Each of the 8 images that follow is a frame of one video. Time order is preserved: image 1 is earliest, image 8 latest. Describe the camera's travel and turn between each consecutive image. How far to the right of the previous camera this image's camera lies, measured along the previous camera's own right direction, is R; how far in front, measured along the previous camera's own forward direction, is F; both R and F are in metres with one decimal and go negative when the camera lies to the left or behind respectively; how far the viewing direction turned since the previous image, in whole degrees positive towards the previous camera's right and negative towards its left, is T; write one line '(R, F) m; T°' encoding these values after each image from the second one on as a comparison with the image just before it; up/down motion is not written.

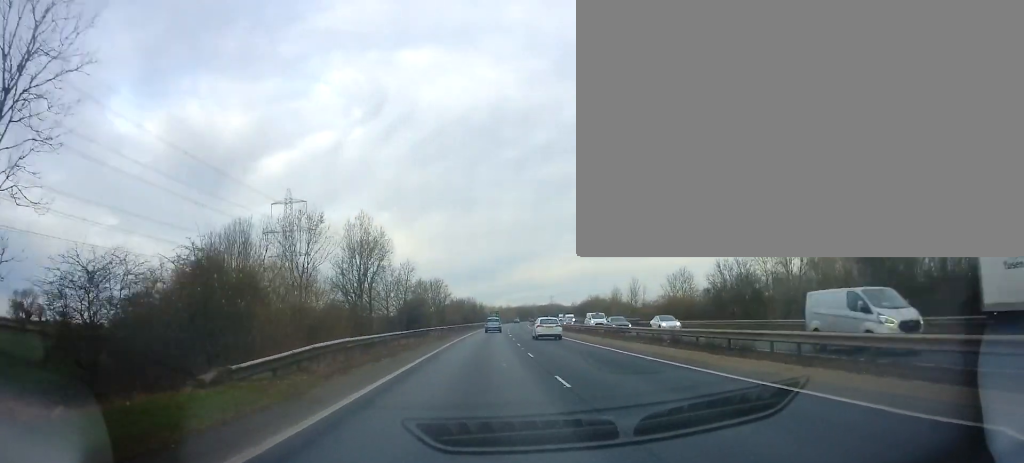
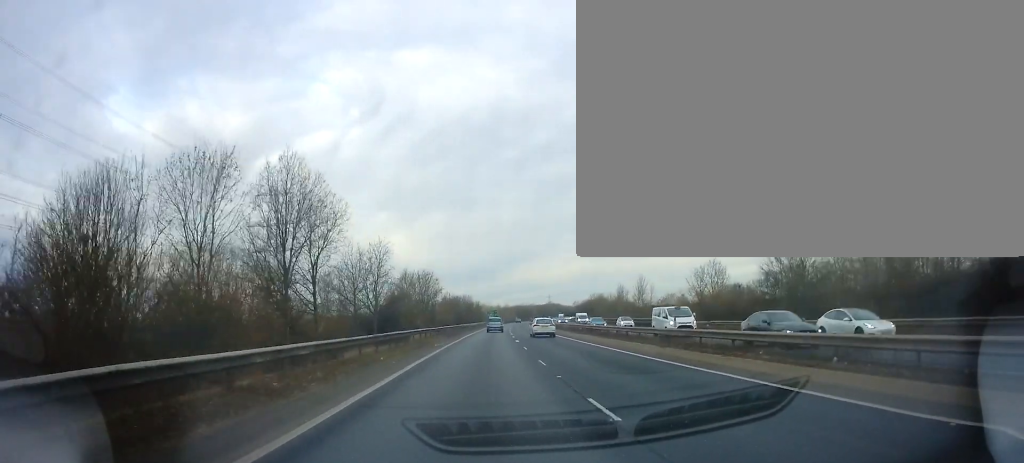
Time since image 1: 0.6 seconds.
(0.0, +12.9) m; 0°
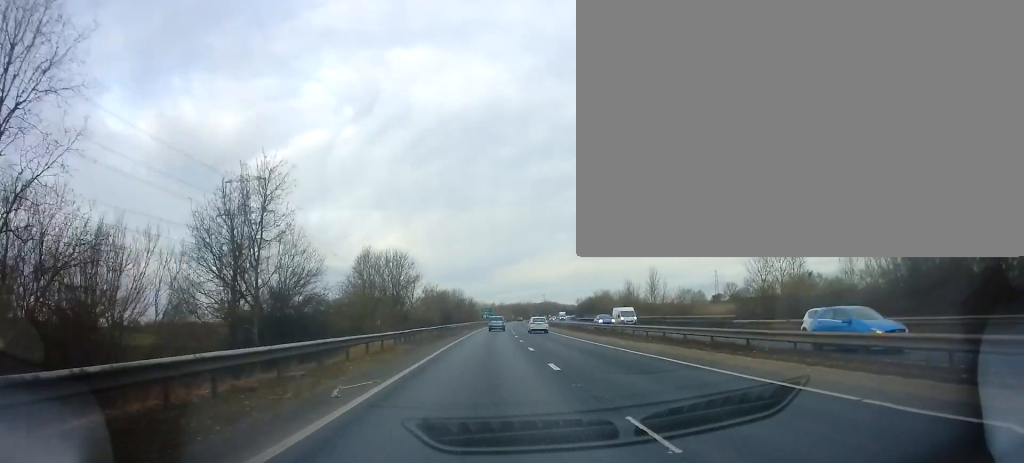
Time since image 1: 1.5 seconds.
(0.0, +19.9) m; 0°
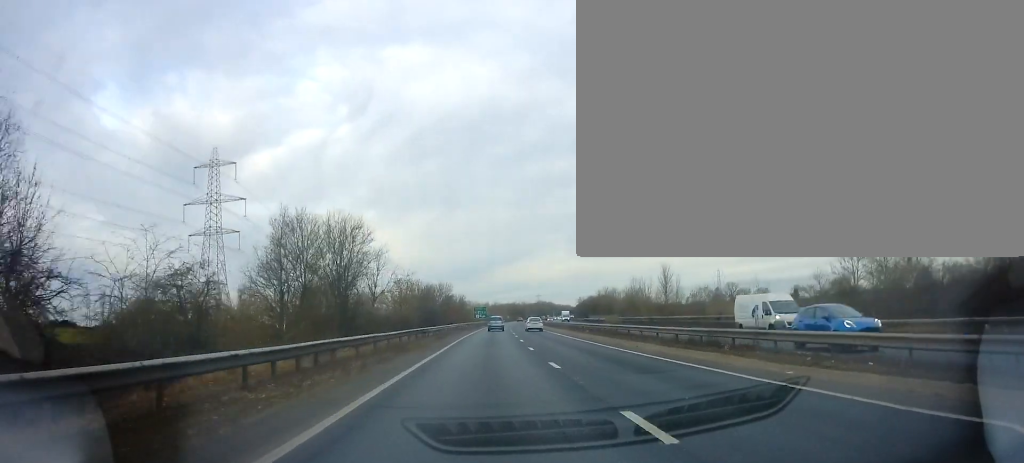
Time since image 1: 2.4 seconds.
(+0.1, +17.6) m; +2°
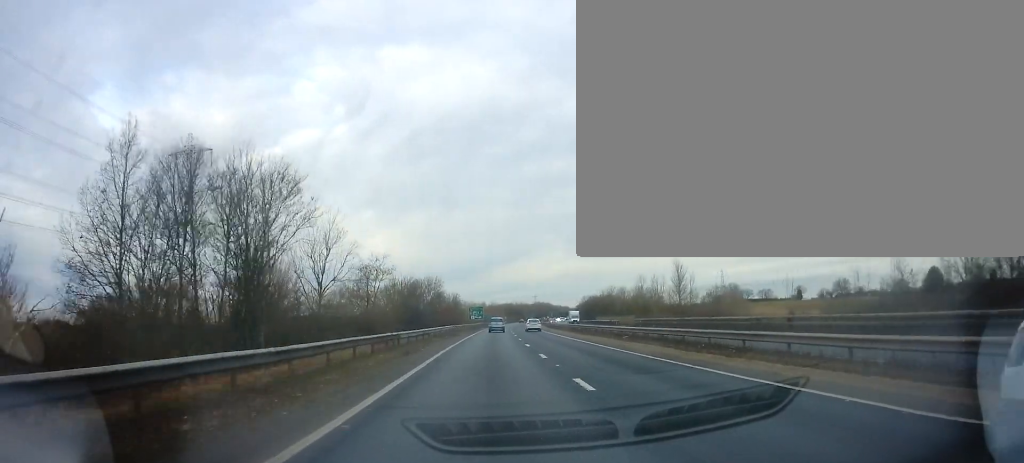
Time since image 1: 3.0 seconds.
(+0.2, +13.4) m; +1°
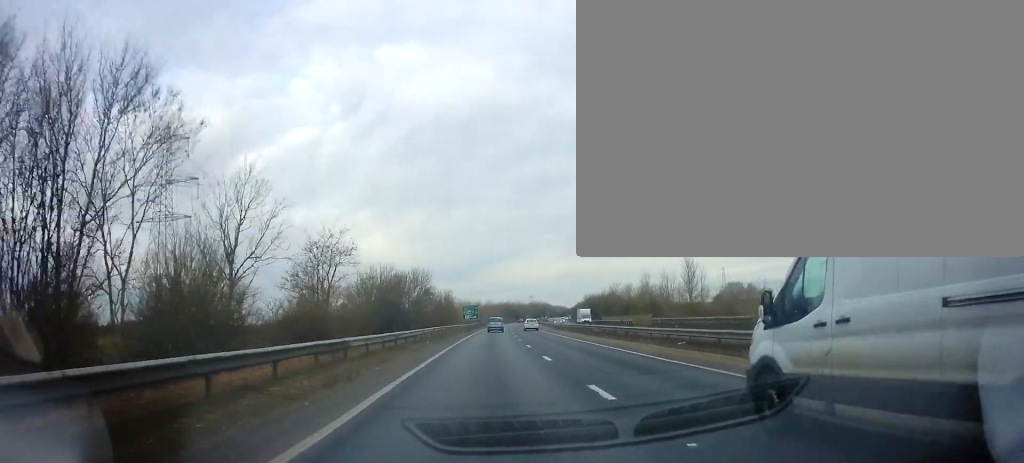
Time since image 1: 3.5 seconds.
(+0.1, +10.6) m; +1°
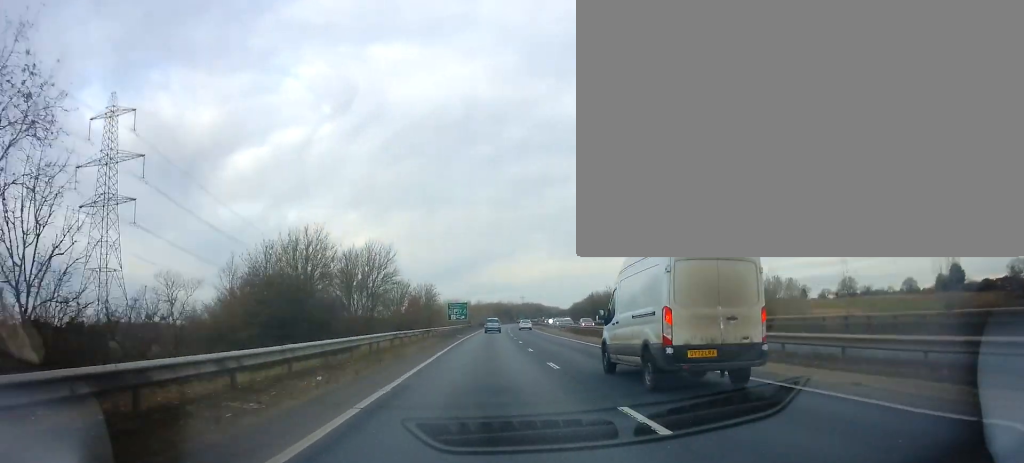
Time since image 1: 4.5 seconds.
(0.0, +21.2) m; 0°
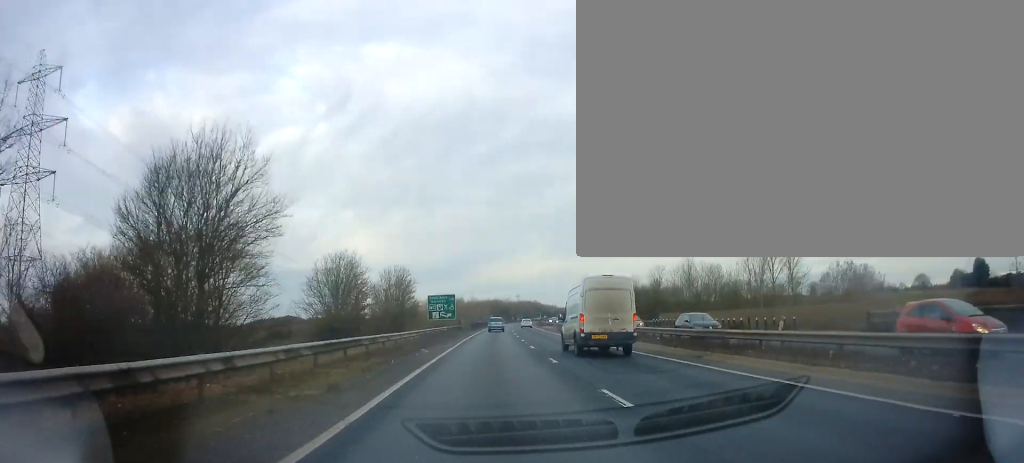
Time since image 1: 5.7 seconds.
(+0.1, +25.4) m; +1°
